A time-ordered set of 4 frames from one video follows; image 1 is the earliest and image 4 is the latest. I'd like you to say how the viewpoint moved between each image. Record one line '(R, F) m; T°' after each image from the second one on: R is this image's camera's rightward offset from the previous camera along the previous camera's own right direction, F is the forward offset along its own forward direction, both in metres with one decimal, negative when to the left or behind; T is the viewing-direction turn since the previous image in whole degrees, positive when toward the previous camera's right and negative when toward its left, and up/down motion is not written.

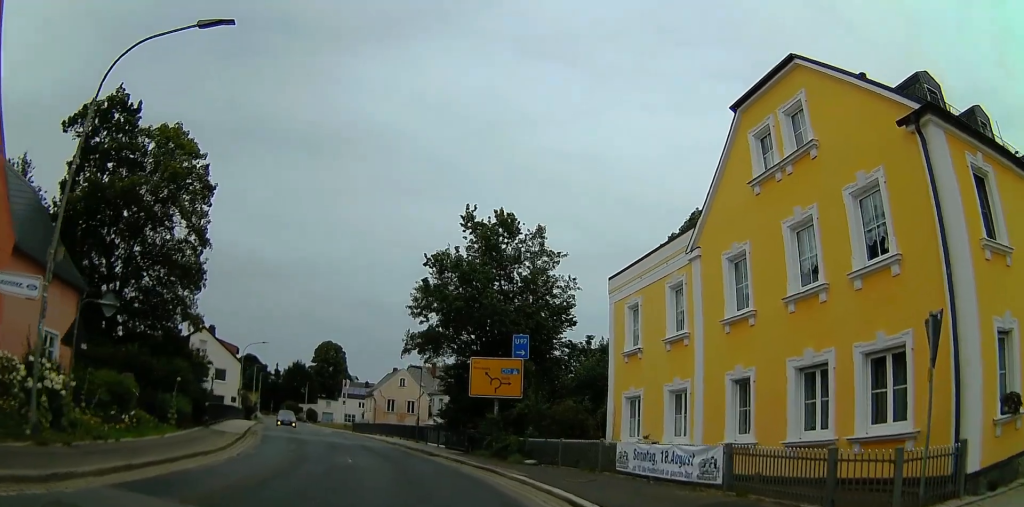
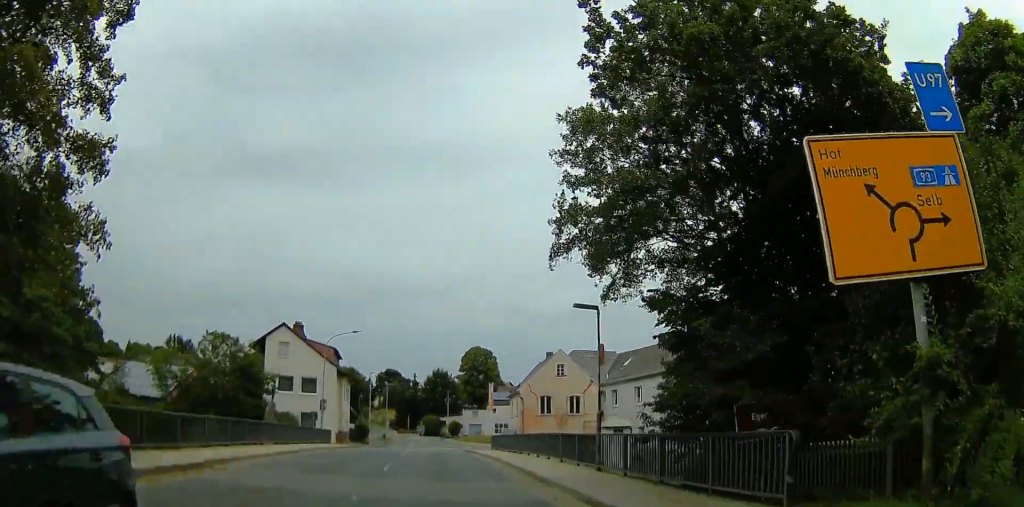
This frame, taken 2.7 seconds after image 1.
(-1.8, +18.0) m; -7°
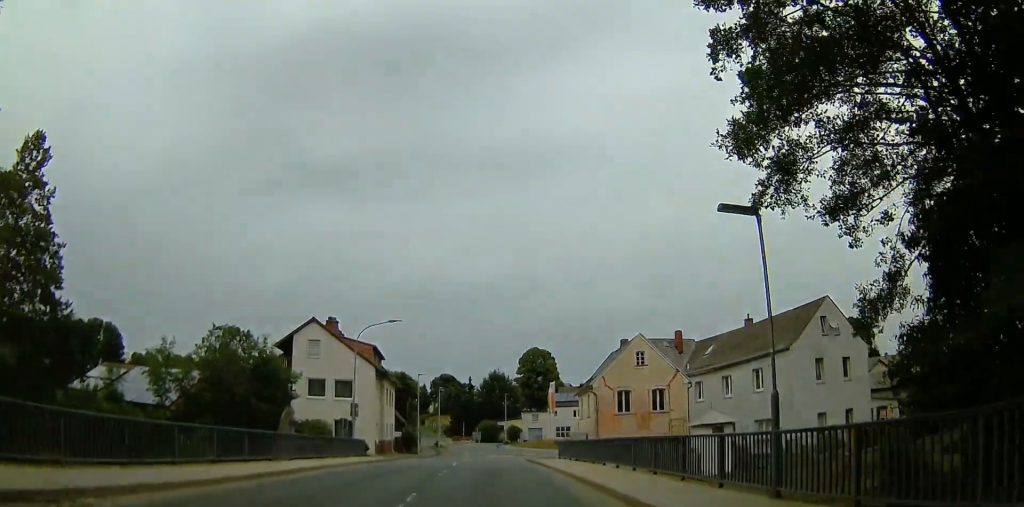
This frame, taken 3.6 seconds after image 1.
(-0.2, +6.3) m; -7°
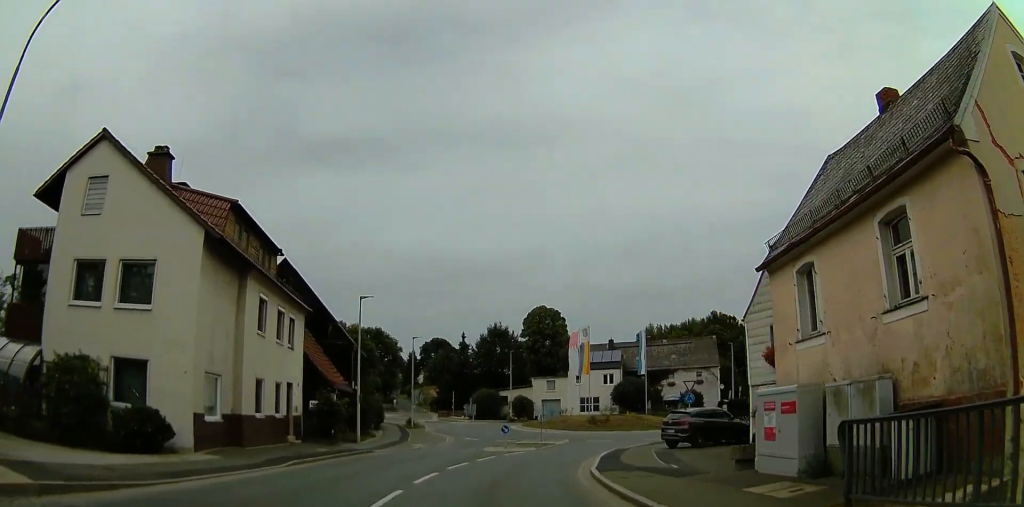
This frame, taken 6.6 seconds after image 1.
(-1.7, +26.6) m; -3°
